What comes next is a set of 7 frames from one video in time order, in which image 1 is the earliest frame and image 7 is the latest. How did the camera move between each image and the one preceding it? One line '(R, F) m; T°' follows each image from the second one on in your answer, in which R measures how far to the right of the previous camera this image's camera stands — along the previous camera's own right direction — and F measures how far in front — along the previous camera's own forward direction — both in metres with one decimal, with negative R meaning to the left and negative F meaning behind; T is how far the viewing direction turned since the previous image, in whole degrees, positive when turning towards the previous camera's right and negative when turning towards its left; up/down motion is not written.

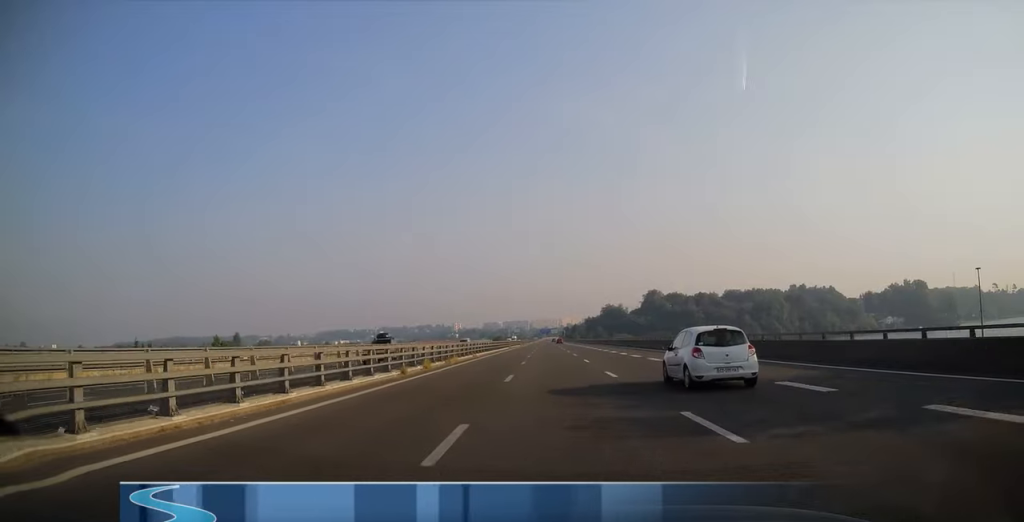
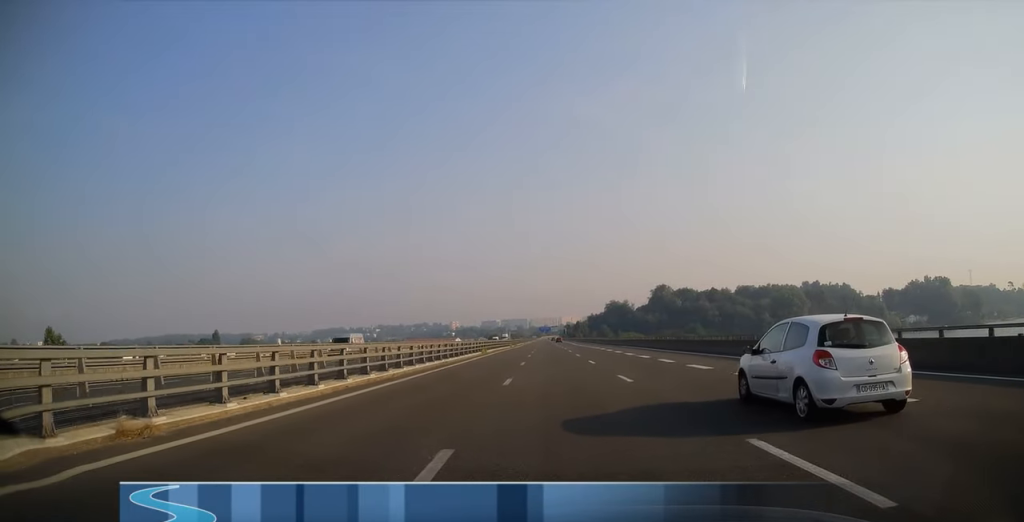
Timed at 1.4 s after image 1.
(0.0, +42.2) m; 0°
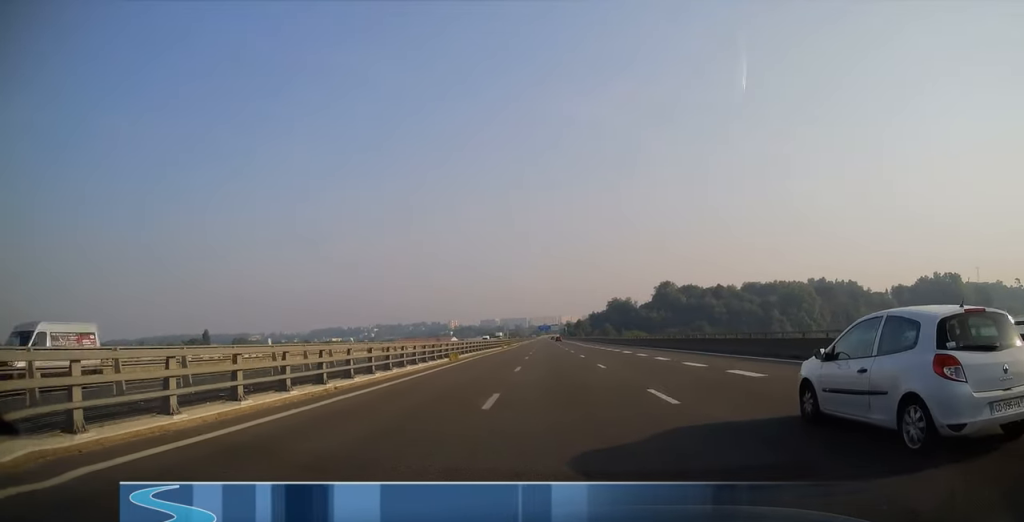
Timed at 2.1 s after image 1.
(0.0, +18.9) m; 0°
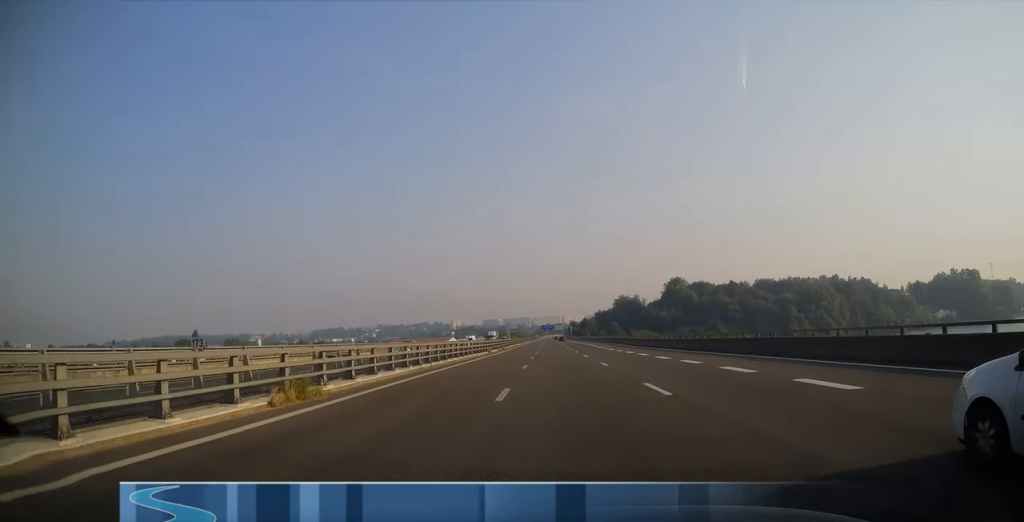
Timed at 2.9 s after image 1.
(0.0, +24.8) m; 0°
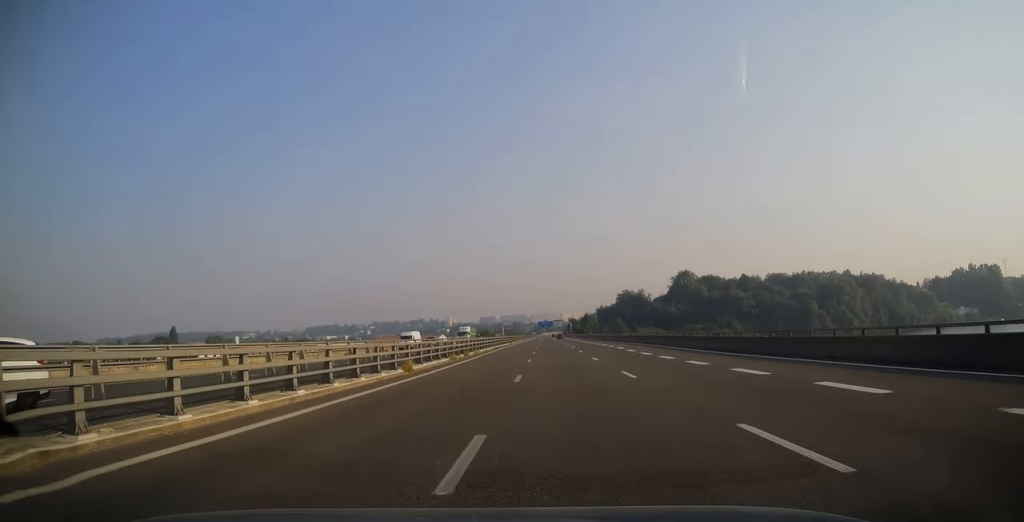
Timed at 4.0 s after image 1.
(0.0, +33.6) m; 0°
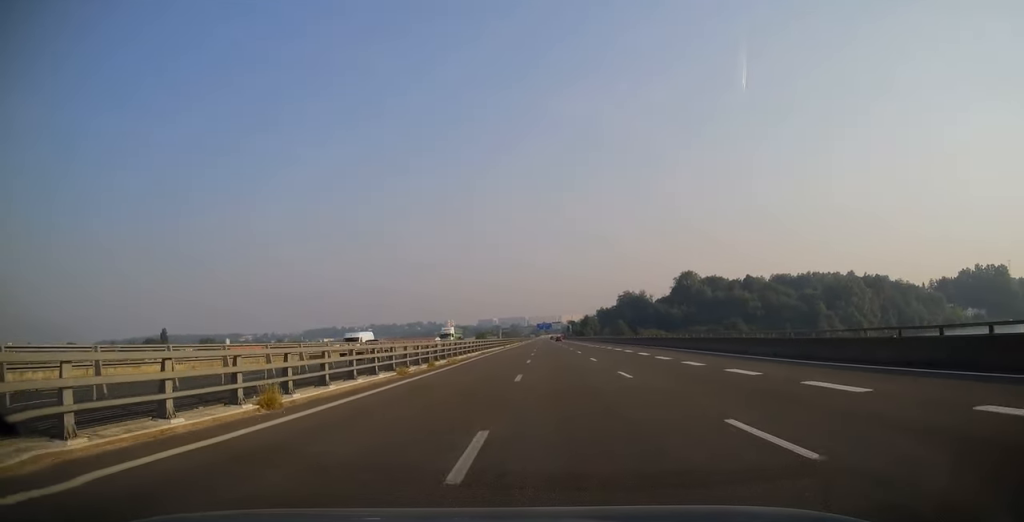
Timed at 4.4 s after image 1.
(0.0, +12.3) m; 0°
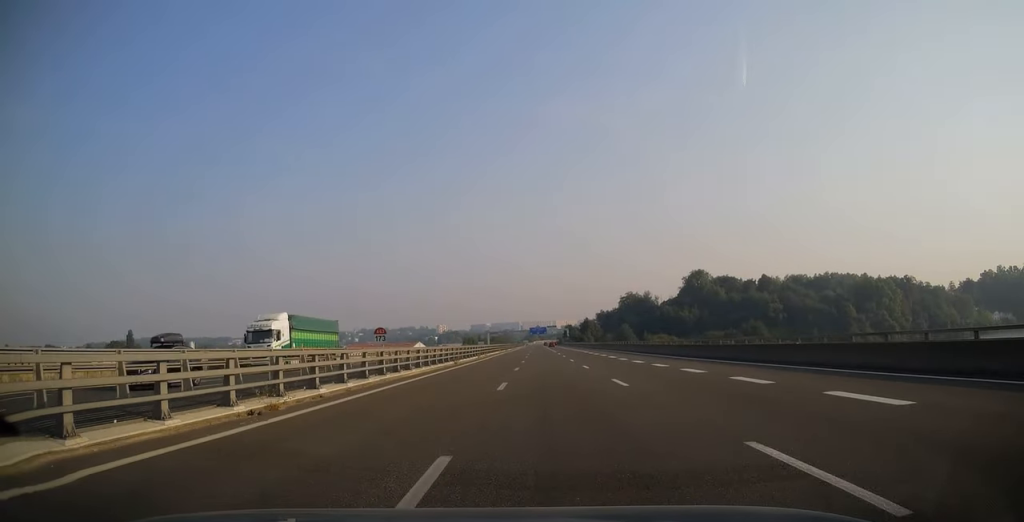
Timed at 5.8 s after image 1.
(+0.3, +41.0) m; +1°
